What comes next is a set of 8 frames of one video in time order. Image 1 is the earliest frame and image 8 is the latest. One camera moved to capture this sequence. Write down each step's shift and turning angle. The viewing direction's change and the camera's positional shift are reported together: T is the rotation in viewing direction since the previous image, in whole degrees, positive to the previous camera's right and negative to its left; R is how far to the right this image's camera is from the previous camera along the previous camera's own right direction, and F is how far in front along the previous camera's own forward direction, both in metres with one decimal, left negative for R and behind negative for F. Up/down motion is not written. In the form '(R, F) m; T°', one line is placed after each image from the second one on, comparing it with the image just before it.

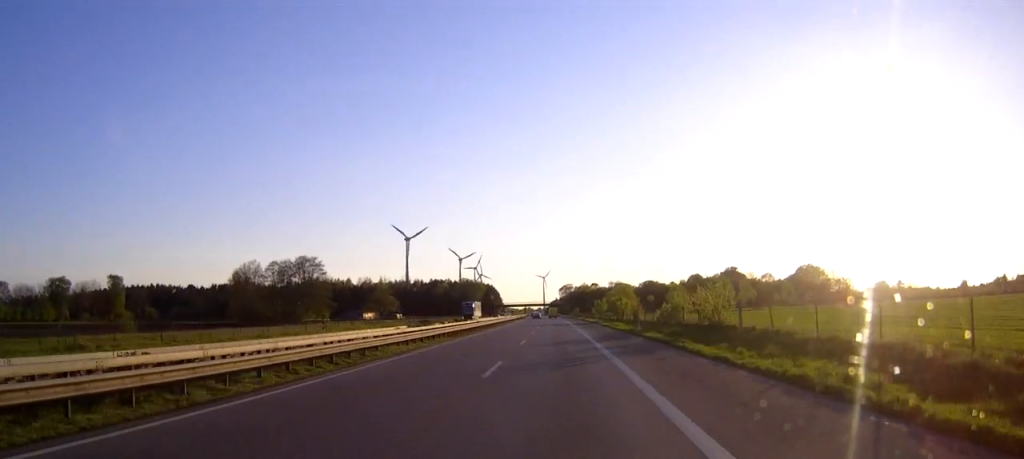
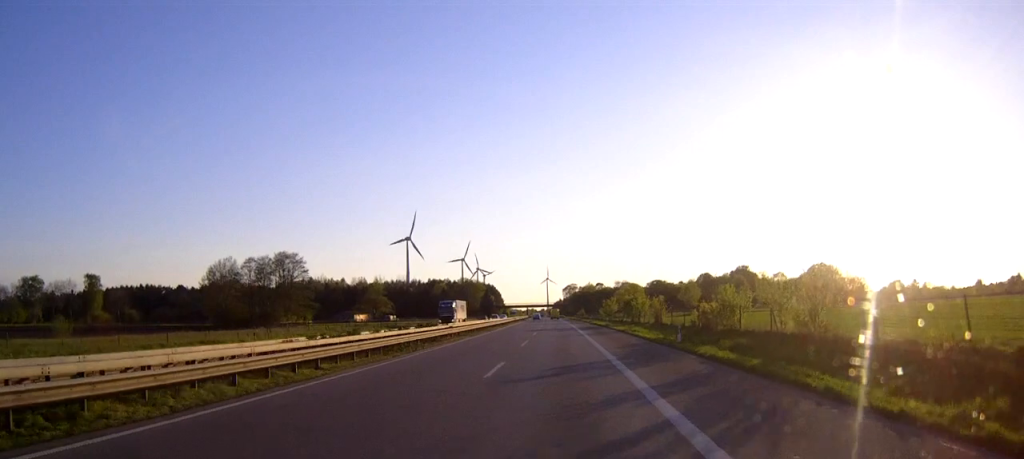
(0.0, +17.7) m; 0°
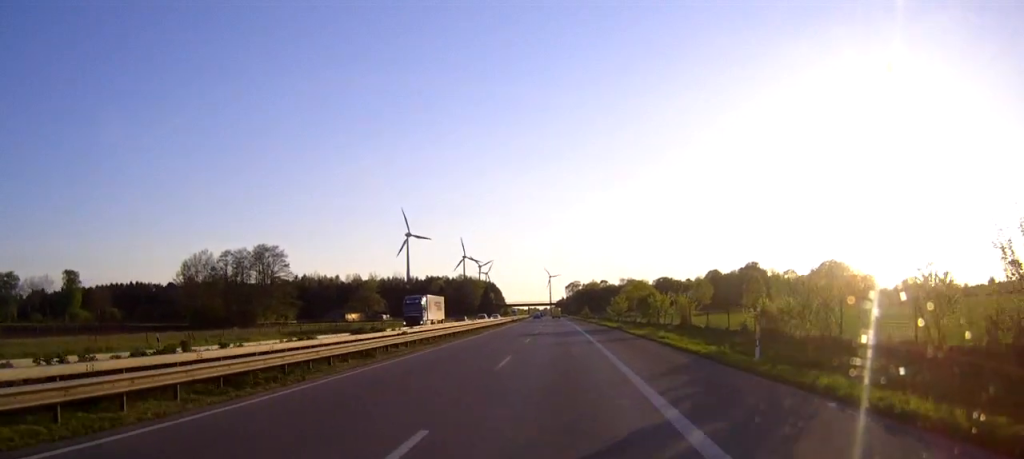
(0.0, +14.8) m; 0°
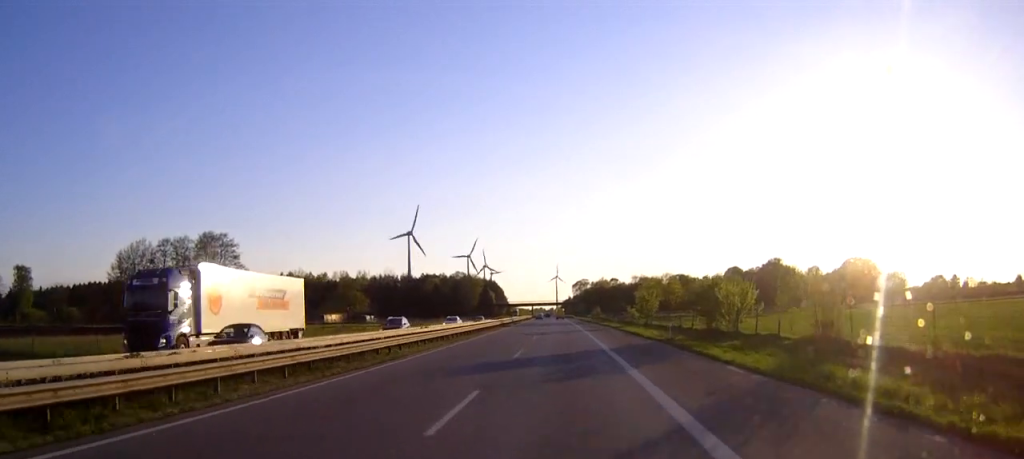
(-0.1, +30.5) m; 0°
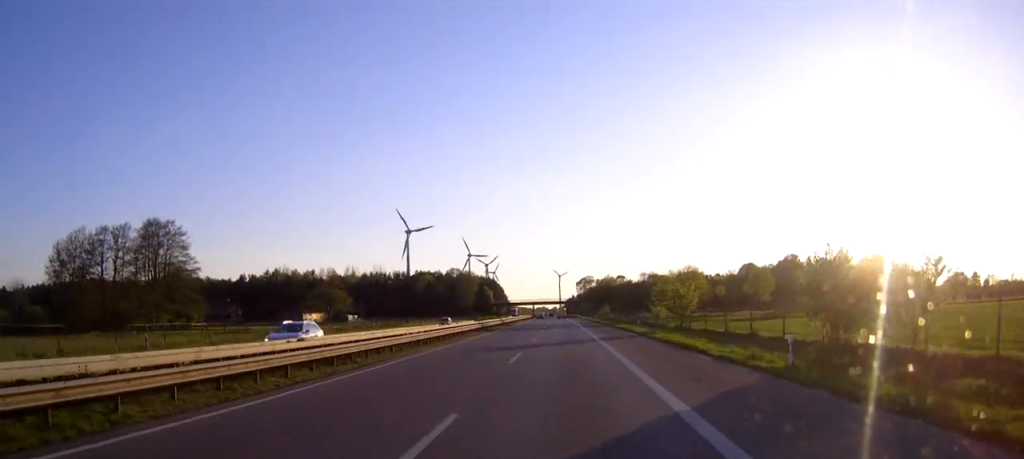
(-0.1, +22.1) m; 0°
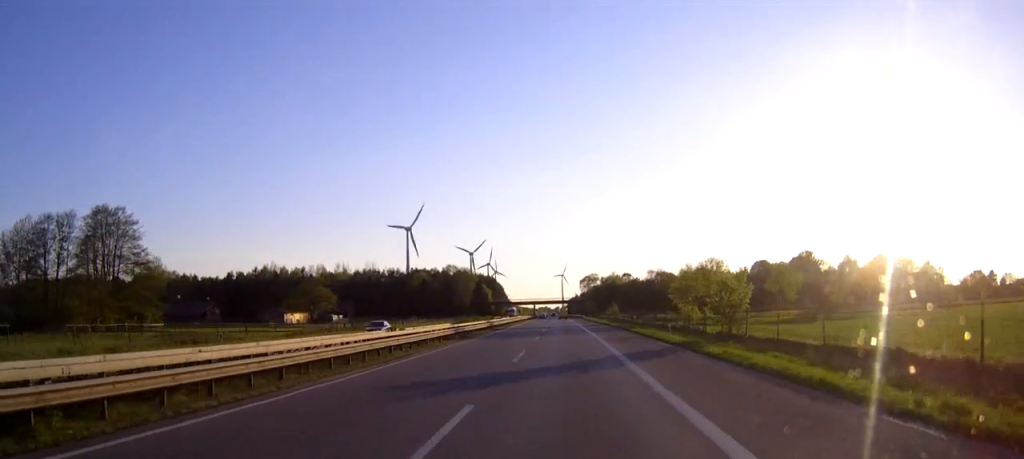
(0.0, +16.5) m; 0°
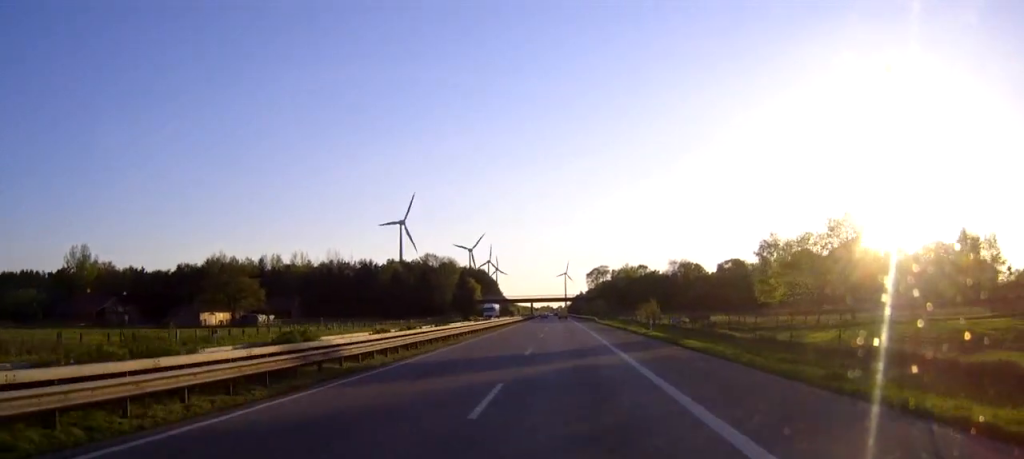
(0.0, +49.2) m; 0°
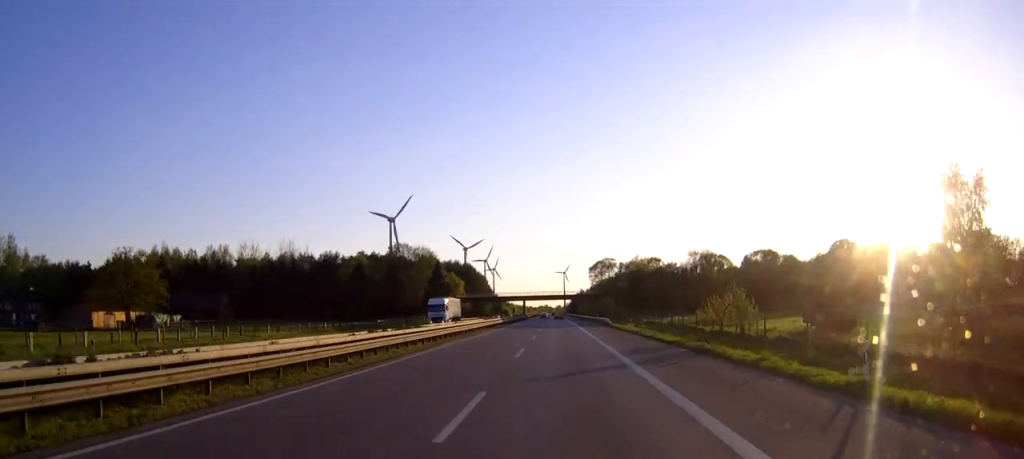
(-0.1, +37.7) m; 0°
